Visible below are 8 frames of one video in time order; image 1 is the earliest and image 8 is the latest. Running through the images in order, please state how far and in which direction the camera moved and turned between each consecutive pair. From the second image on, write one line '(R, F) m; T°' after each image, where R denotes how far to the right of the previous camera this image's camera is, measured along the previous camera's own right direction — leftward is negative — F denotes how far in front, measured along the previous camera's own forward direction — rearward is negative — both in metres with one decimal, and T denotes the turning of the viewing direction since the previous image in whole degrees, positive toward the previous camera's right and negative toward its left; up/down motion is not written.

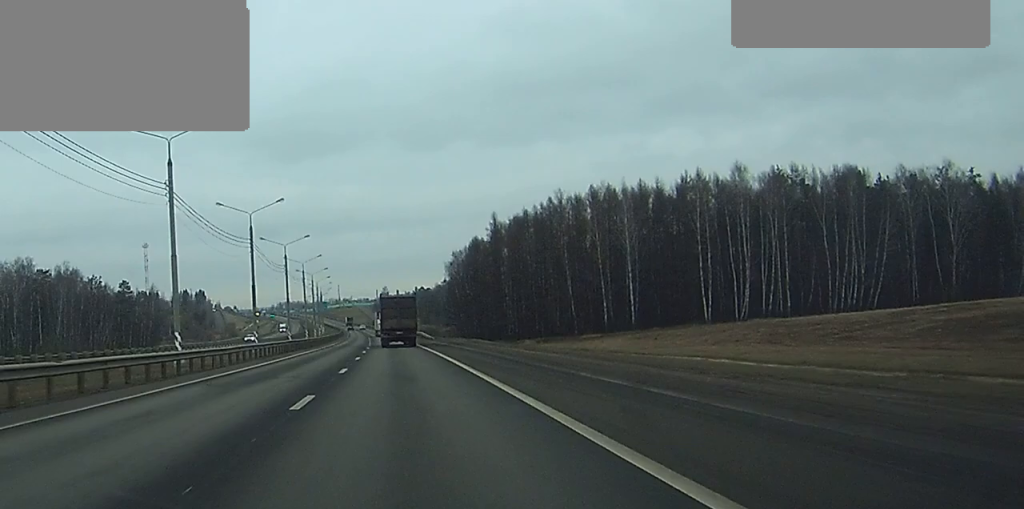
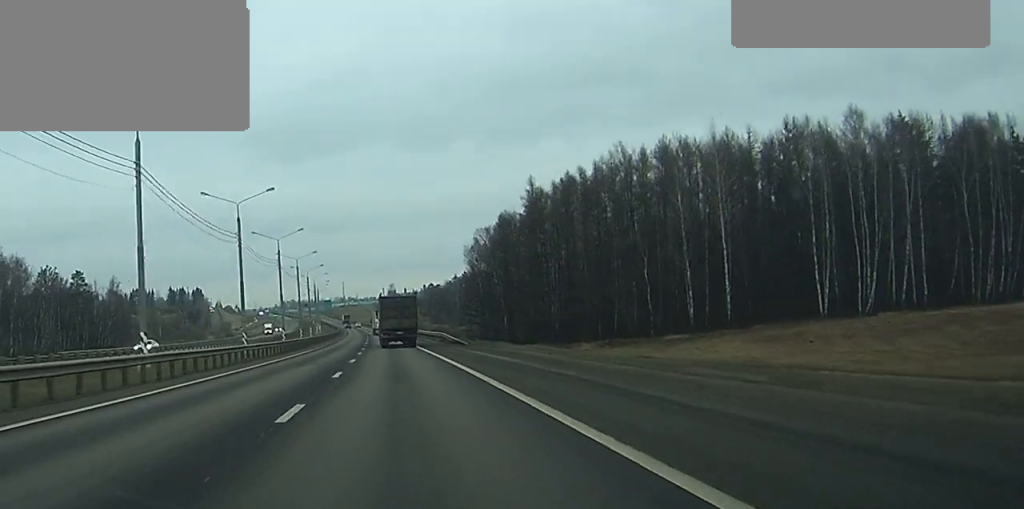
(-0.2, +37.8) m; -1°
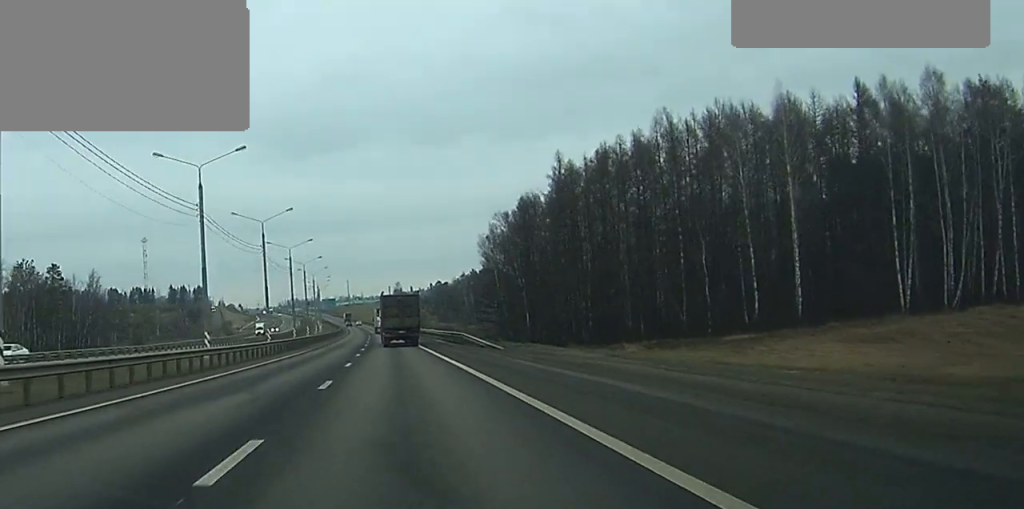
(0.0, +16.9) m; 0°
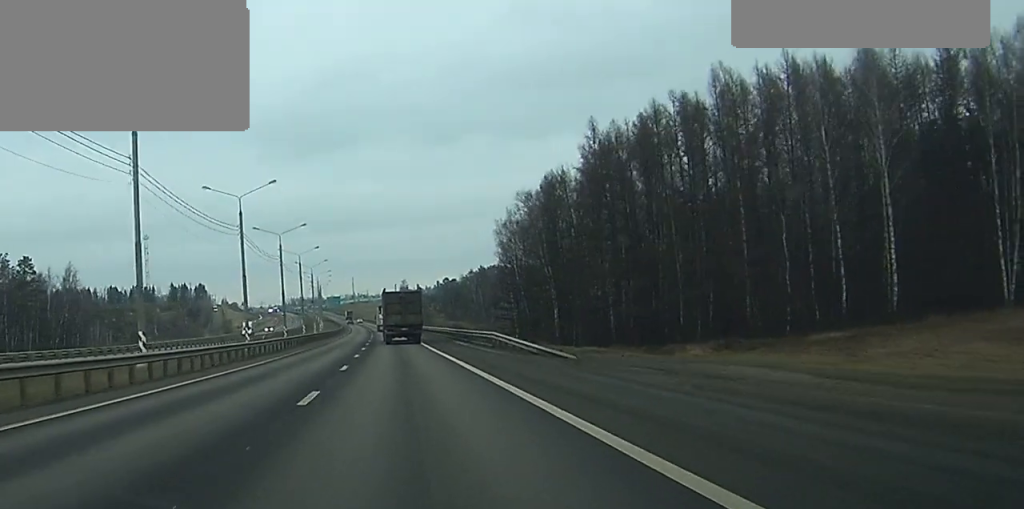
(0.0, +16.2) m; 0°
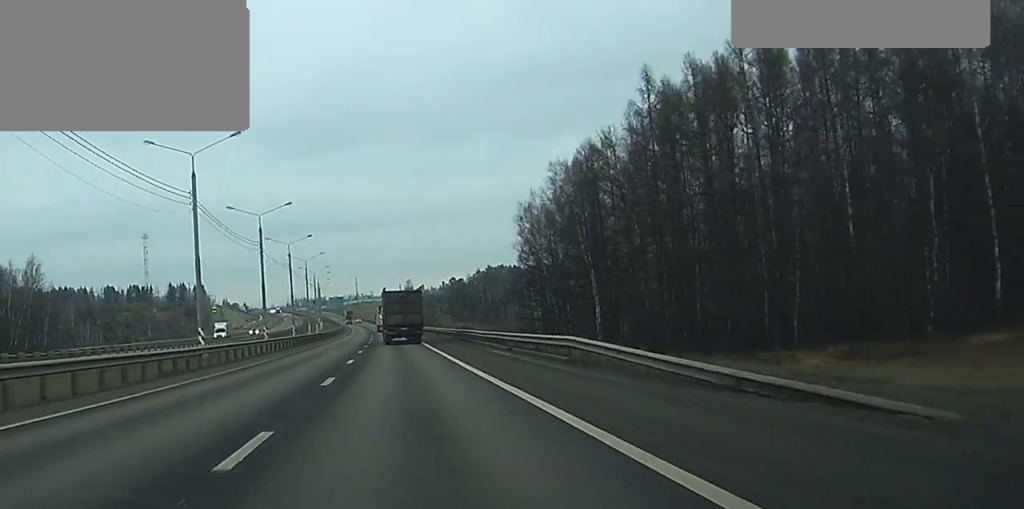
(-0.1, +18.9) m; 0°
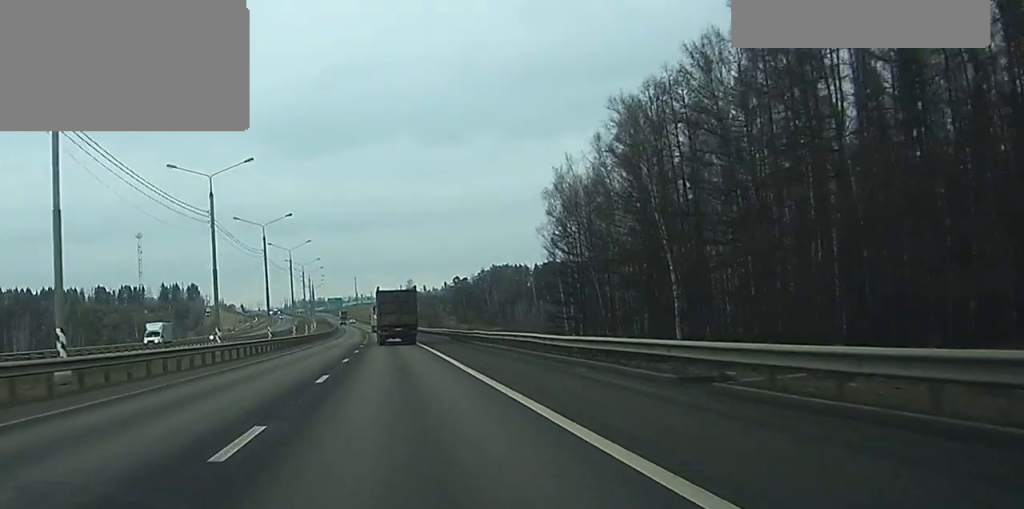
(-0.1, +23.3) m; 0°
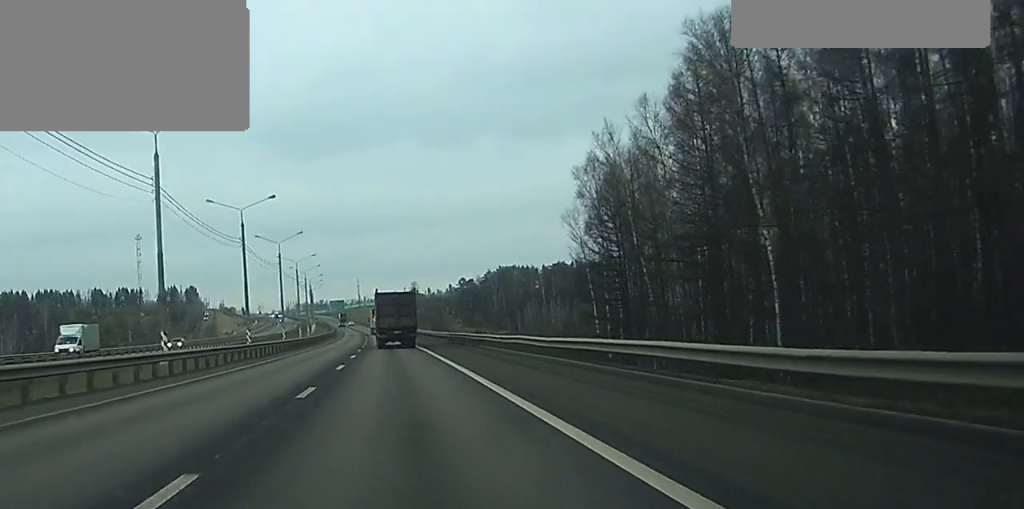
(0.0, +15.6) m; 0°
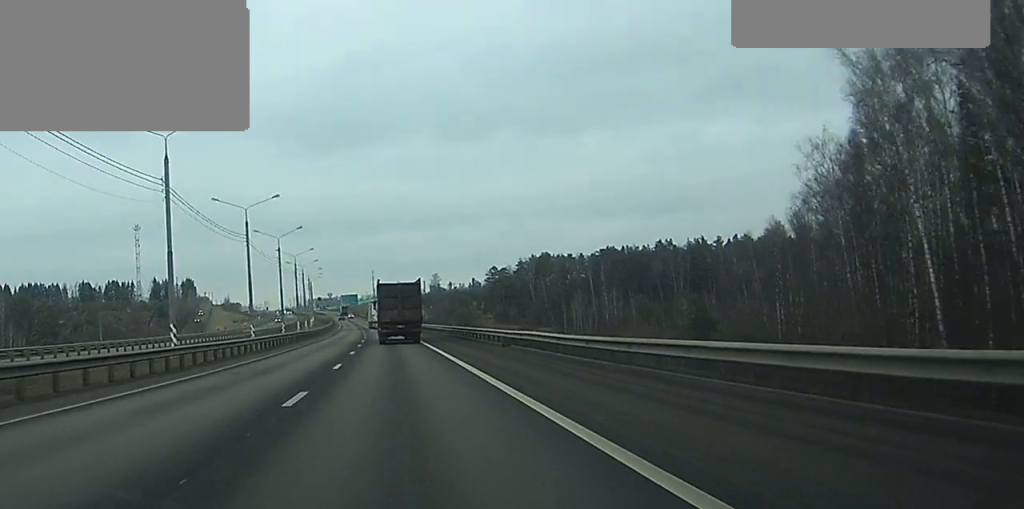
(-0.6, +61.8) m; -1°
